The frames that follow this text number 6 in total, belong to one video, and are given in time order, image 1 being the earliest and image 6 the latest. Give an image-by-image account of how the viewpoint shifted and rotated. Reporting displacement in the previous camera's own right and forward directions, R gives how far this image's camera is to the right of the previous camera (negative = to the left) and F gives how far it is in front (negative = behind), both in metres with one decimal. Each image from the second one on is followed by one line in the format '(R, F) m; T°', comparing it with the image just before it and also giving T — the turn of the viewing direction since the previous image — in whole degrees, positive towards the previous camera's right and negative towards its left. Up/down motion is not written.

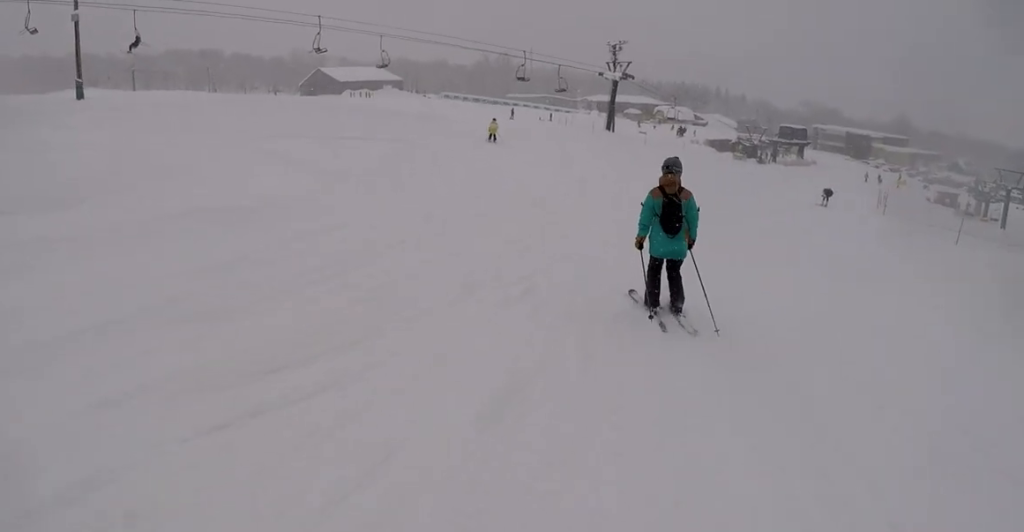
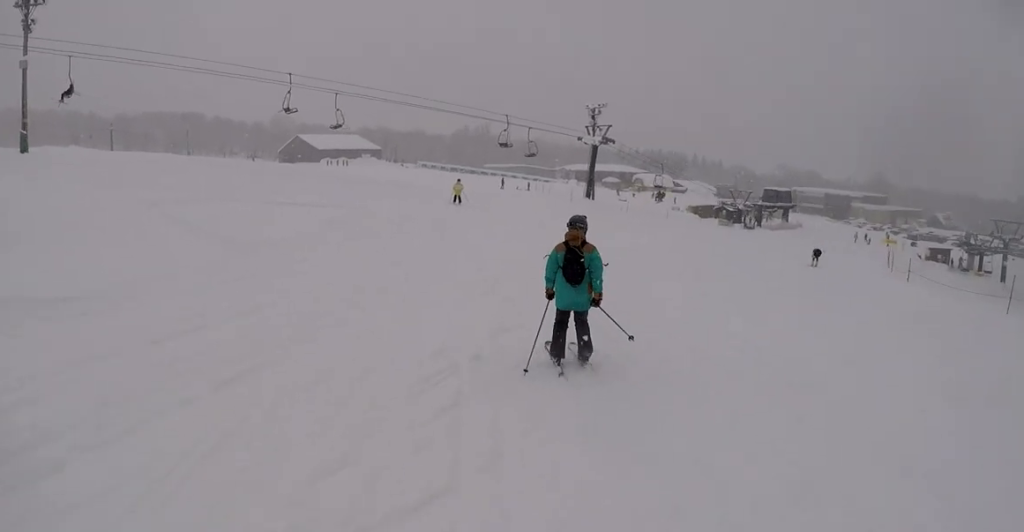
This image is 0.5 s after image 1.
(0.0, +4.4) m; 0°
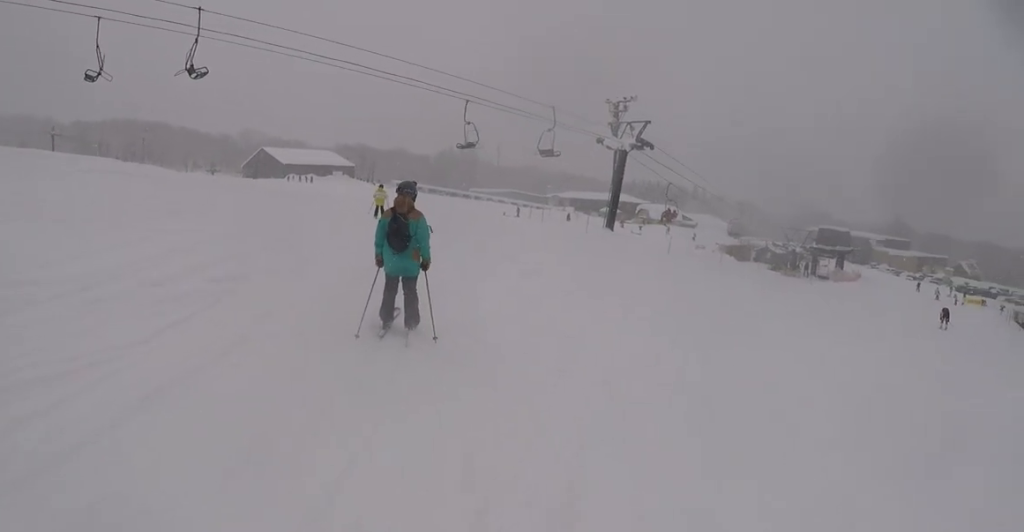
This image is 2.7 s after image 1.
(0.0, +19.6) m; 0°
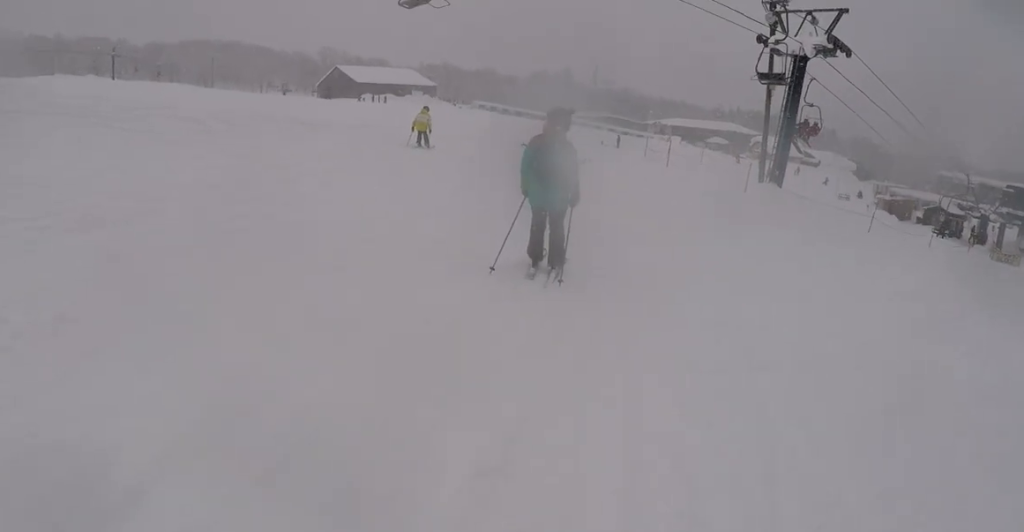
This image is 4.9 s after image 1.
(0.0, +14.8) m; 0°
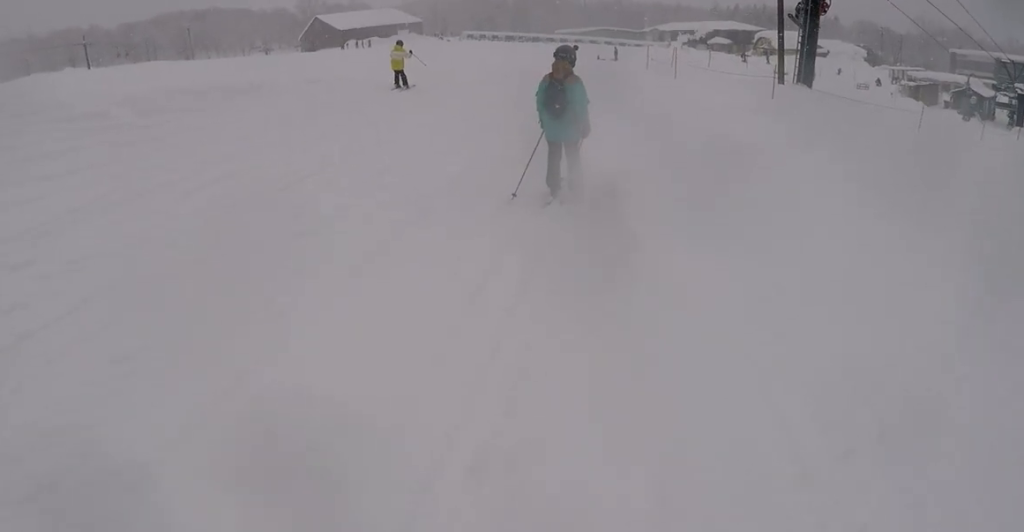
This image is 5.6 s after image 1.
(0.0, +4.0) m; 0°
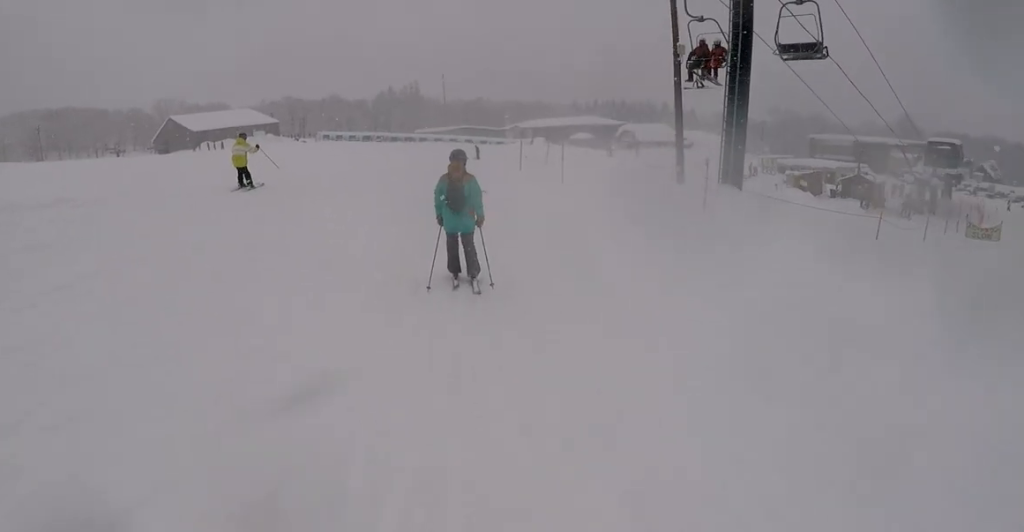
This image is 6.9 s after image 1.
(0.0, +6.6) m; 0°
